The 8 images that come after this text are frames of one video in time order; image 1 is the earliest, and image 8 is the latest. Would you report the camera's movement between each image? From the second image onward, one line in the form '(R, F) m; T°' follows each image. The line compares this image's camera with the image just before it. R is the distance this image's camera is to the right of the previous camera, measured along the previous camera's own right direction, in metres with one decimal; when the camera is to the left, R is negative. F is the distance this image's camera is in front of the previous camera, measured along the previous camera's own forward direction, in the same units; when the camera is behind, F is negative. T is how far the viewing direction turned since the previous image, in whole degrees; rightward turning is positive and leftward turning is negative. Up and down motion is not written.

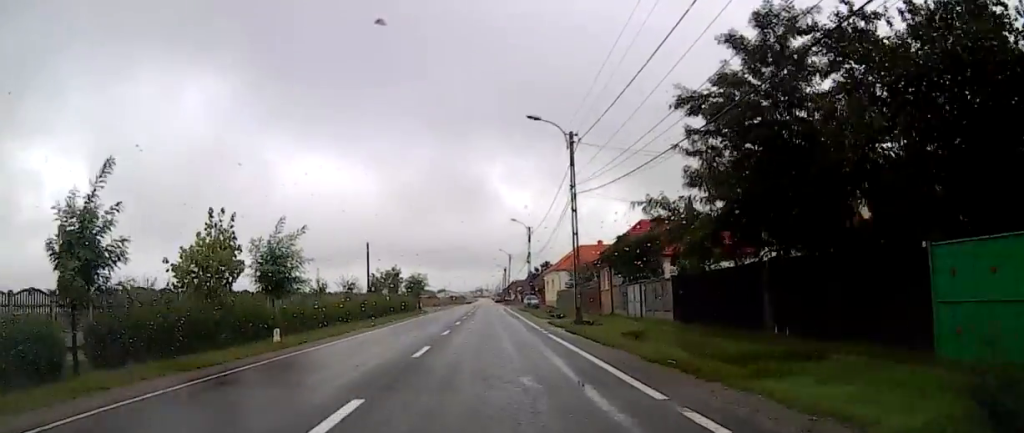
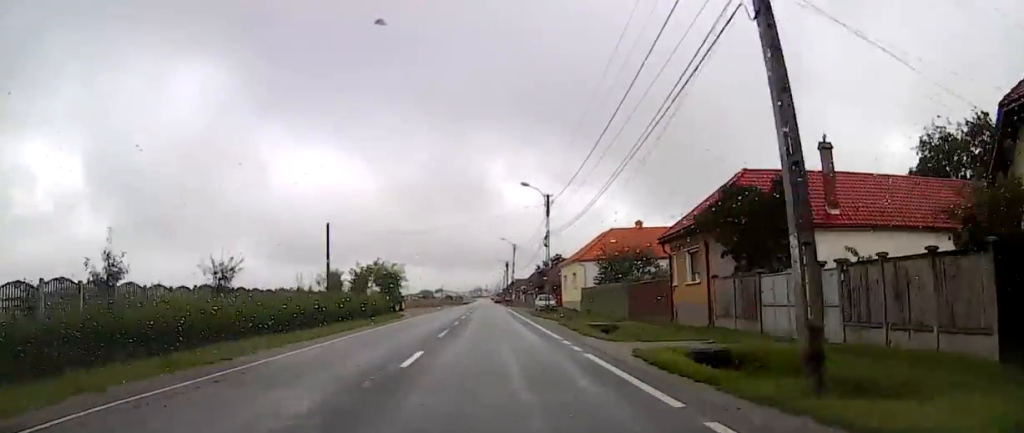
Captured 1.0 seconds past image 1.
(0.0, +20.0) m; 0°
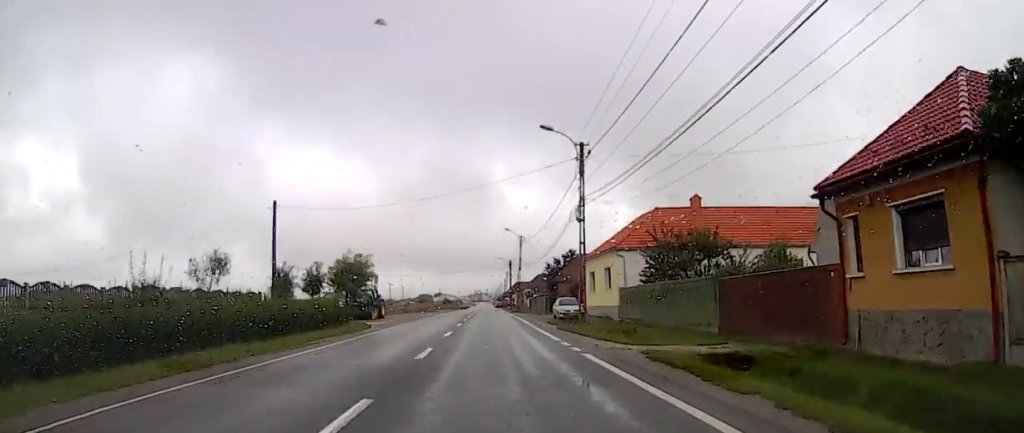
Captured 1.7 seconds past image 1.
(0.0, +15.1) m; 0°
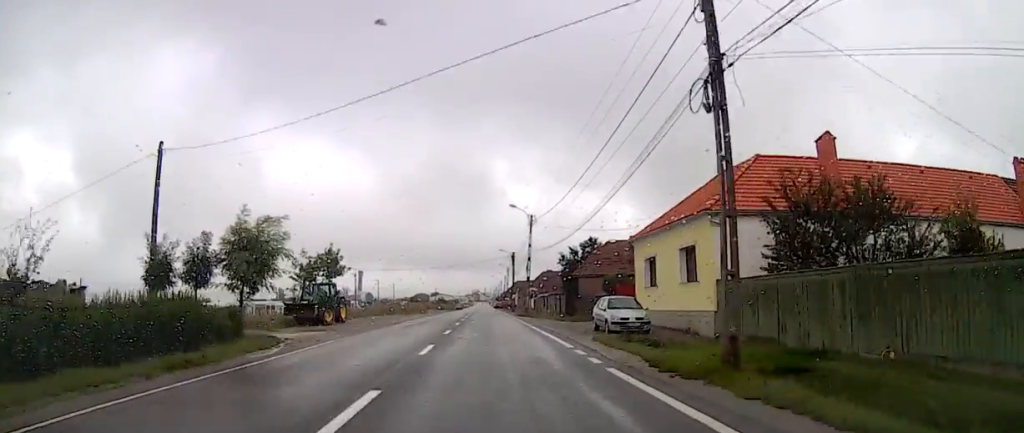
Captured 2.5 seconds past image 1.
(0.0, +17.3) m; 0°
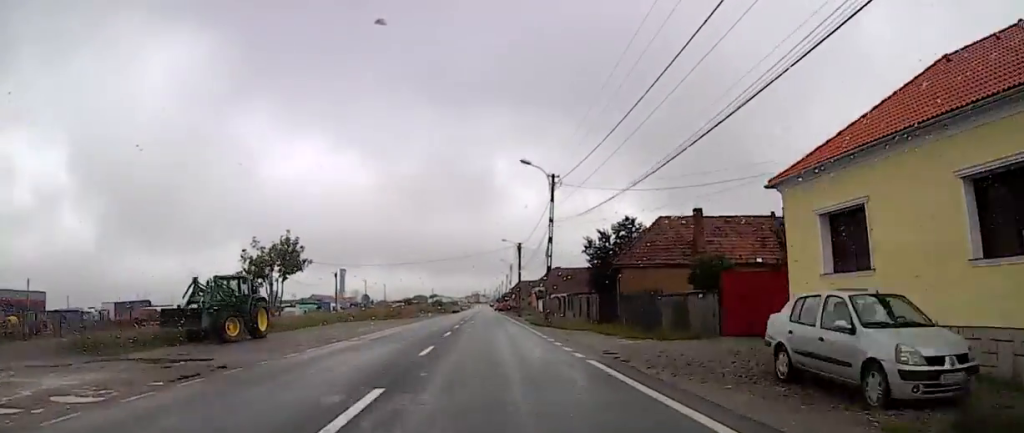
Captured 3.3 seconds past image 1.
(0.0, +16.7) m; 0°
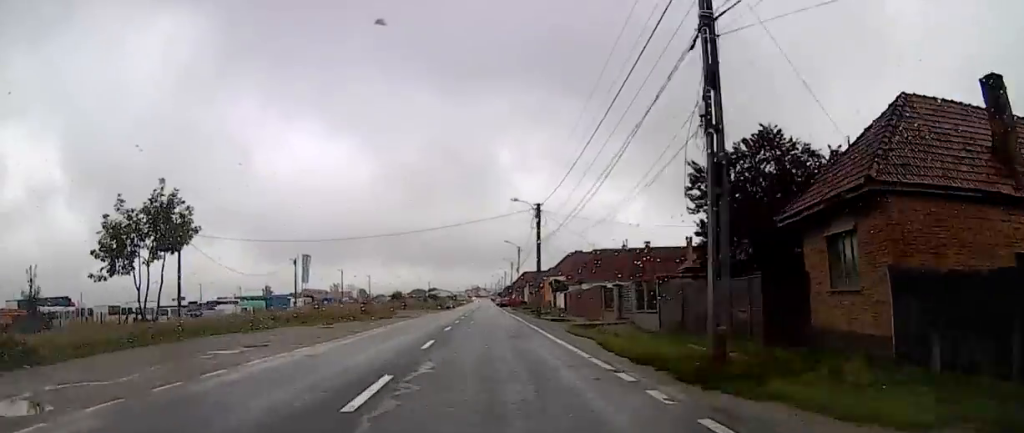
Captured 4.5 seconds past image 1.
(0.0, +25.2) m; -3°
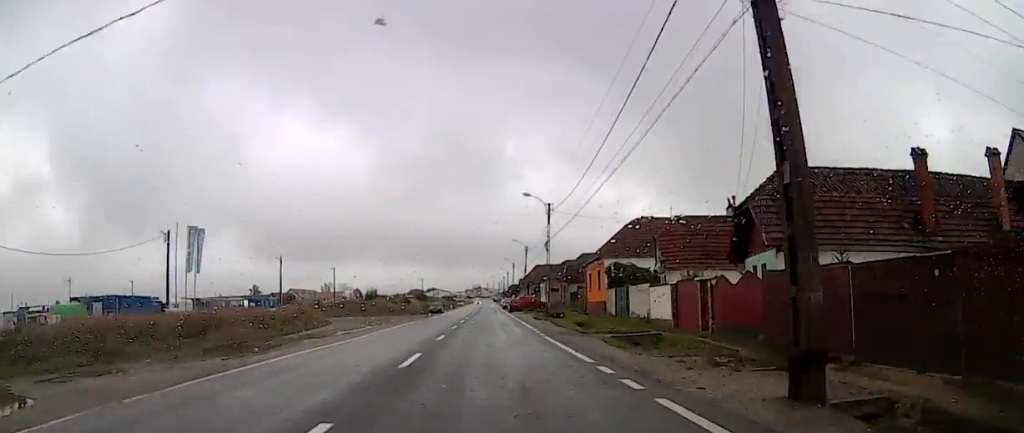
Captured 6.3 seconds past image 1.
(-0.7, +37.3) m; +2°
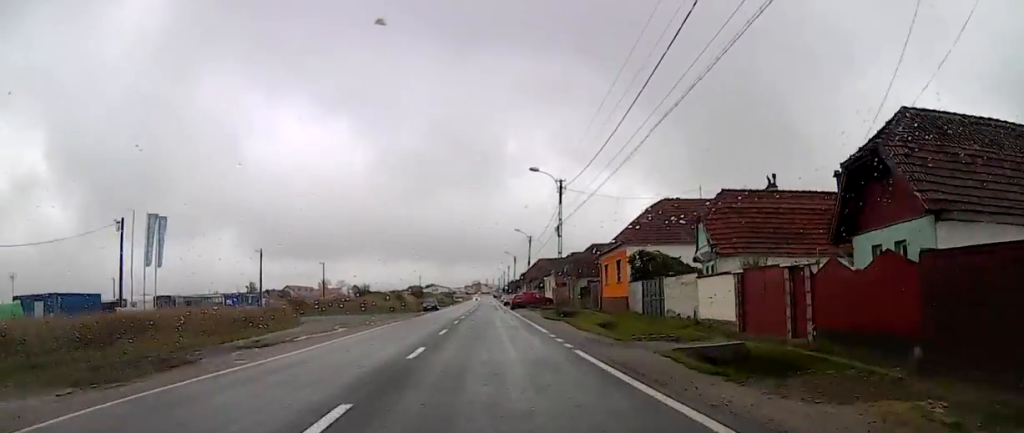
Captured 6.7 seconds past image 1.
(+0.3, +8.2) m; +2°
